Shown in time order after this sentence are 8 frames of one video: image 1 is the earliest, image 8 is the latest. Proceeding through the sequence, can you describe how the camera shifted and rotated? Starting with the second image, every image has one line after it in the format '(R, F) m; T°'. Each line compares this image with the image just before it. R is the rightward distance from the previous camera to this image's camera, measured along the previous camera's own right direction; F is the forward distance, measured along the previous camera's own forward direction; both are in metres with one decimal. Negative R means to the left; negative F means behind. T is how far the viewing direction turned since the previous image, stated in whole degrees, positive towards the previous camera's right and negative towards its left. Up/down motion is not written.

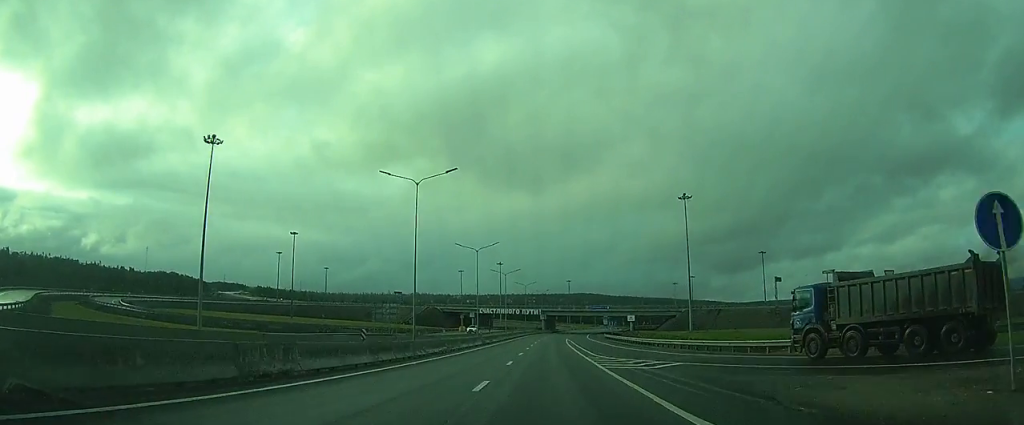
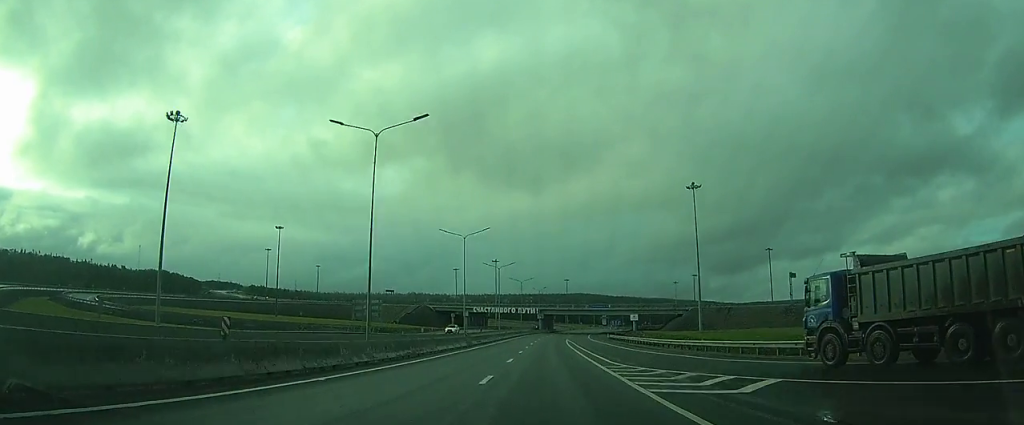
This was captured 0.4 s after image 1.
(0.0, +10.3) m; 0°
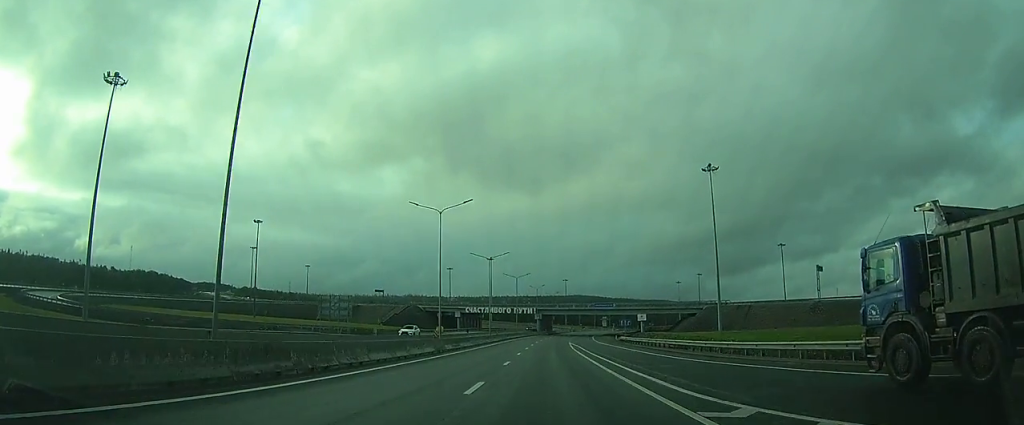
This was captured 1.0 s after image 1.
(+0.1, +14.6) m; +1°
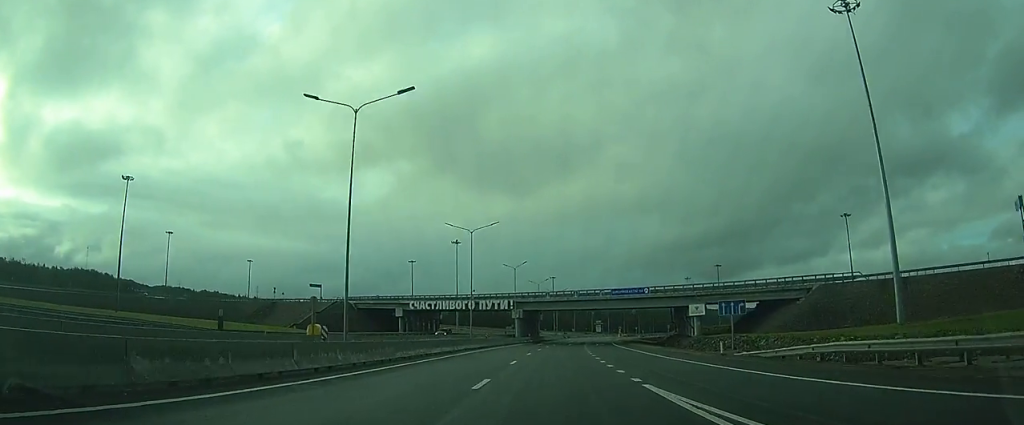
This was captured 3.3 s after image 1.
(+1.1, +59.2) m; +1°
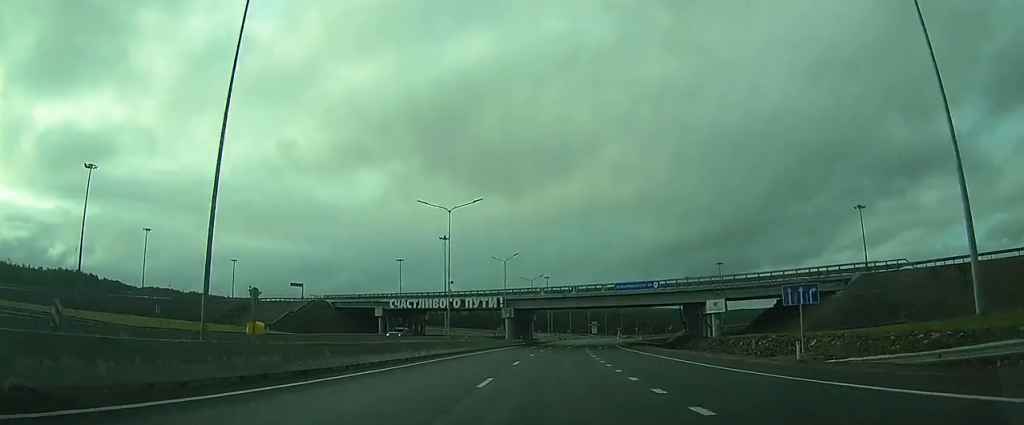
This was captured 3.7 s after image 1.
(0.0, +11.1) m; 0°
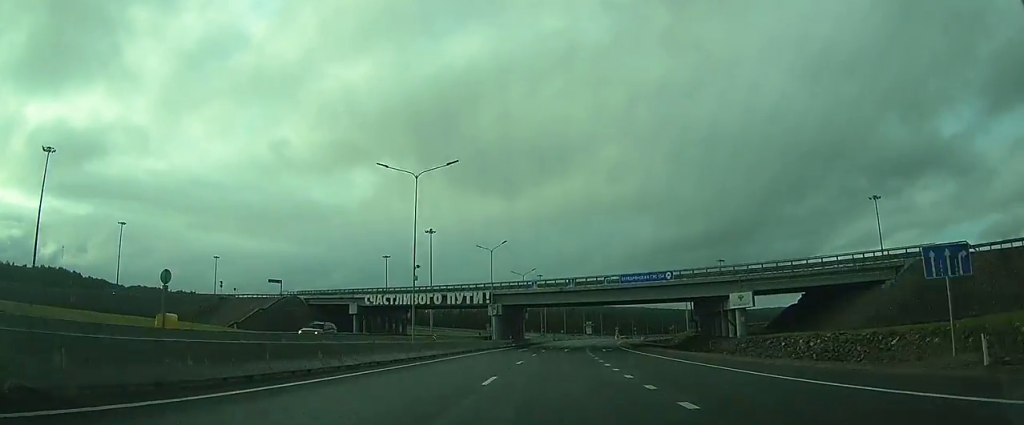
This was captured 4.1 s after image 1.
(0.0, +11.1) m; 0°
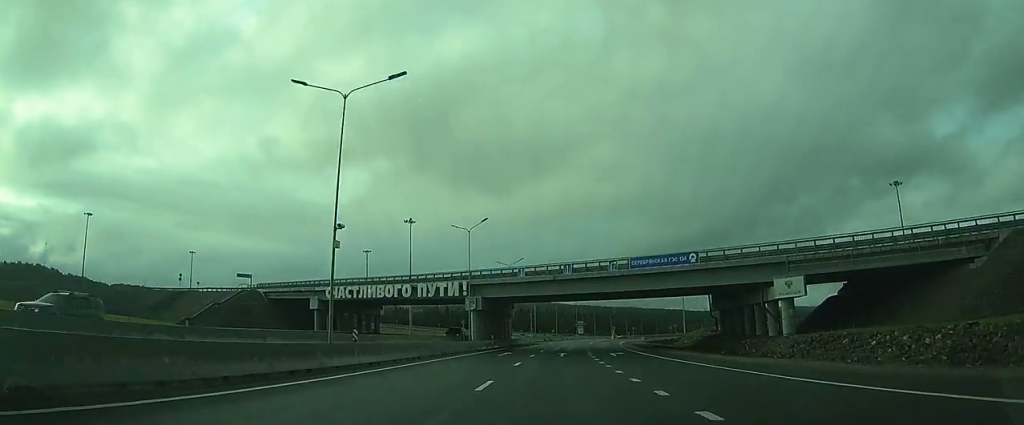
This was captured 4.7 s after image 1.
(0.0, +13.6) m; +1°
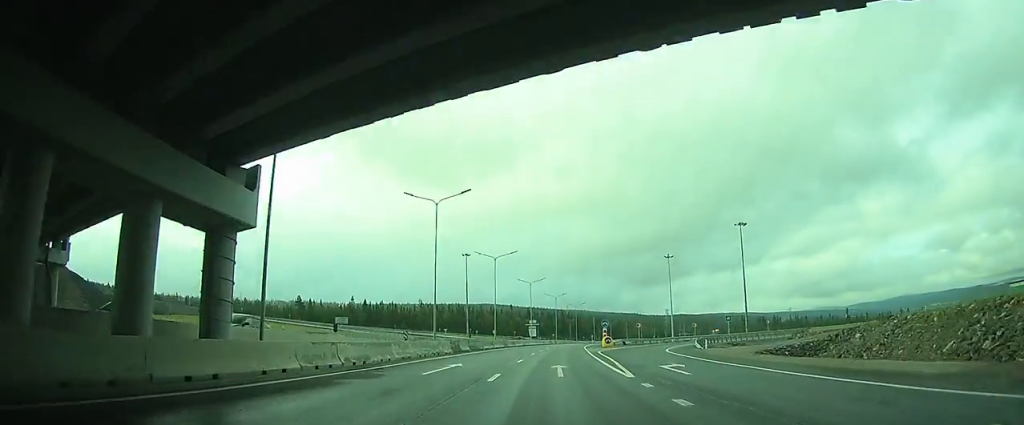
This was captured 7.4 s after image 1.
(+2.6, +69.5) m; +3°
